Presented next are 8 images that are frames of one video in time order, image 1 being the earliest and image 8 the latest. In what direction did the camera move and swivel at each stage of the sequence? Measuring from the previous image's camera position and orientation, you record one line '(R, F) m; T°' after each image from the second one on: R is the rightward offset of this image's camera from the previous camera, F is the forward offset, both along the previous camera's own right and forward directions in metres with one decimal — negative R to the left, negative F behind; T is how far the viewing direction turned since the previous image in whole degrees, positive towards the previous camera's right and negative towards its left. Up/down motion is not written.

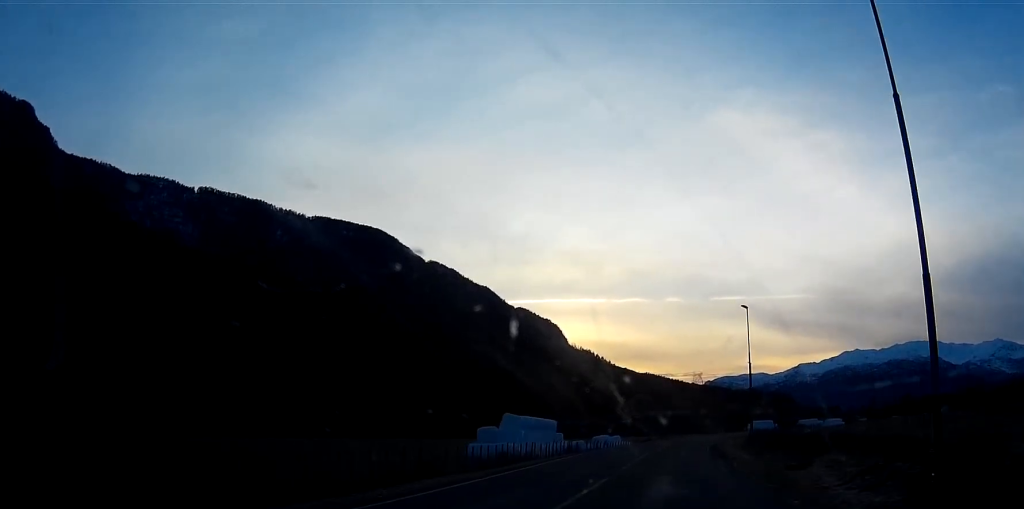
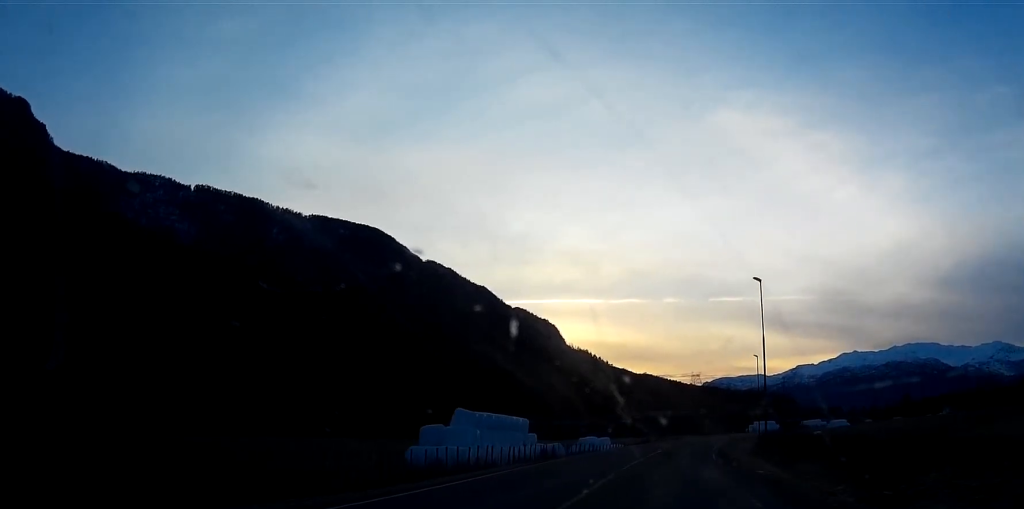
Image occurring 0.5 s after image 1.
(+0.1, +11.1) m; -1°
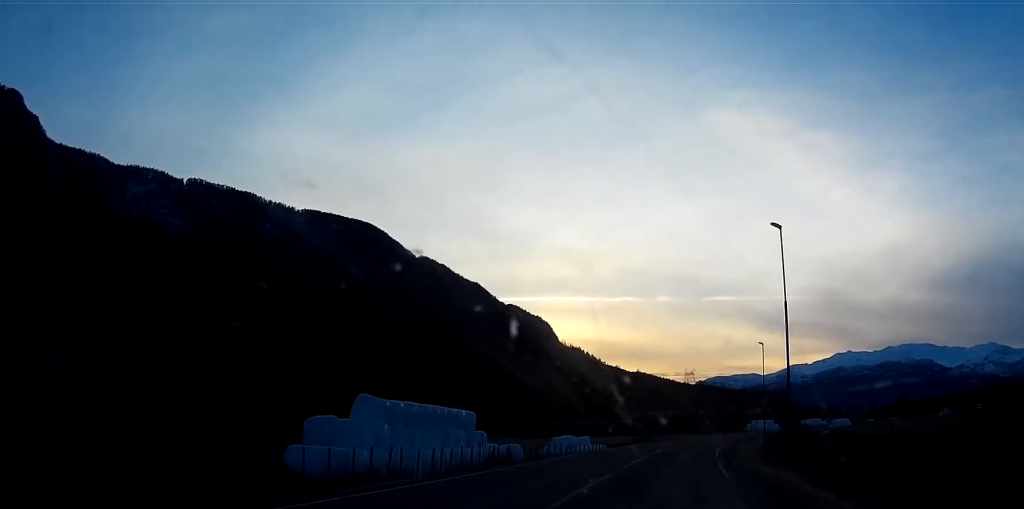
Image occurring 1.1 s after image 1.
(-0.2, +12.4) m; 0°
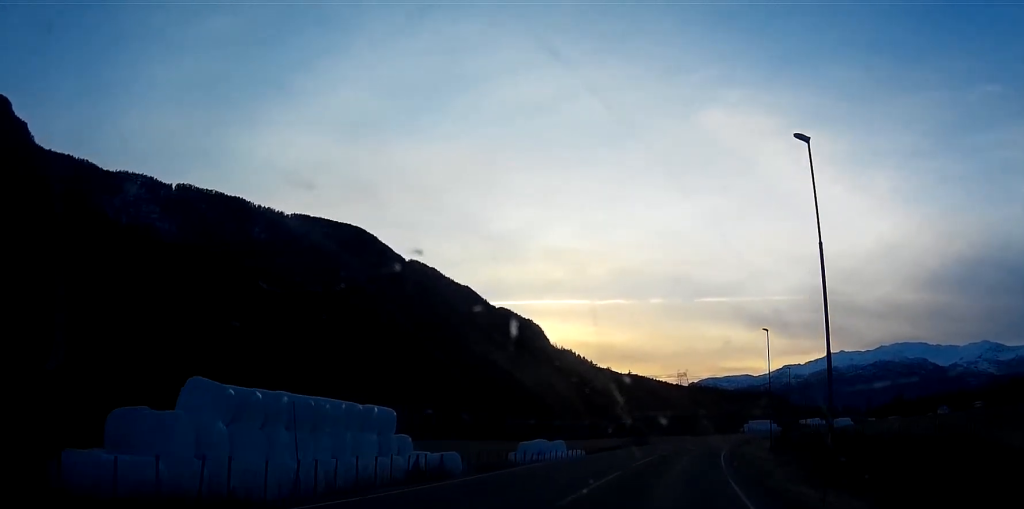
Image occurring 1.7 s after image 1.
(-0.1, +10.9) m; 0°
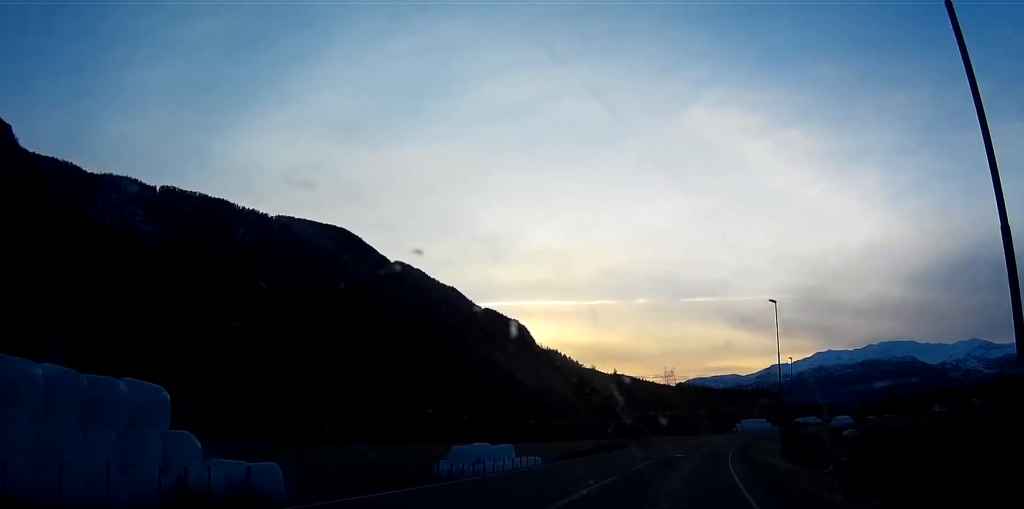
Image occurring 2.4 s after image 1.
(+0.1, +14.2) m; +1°
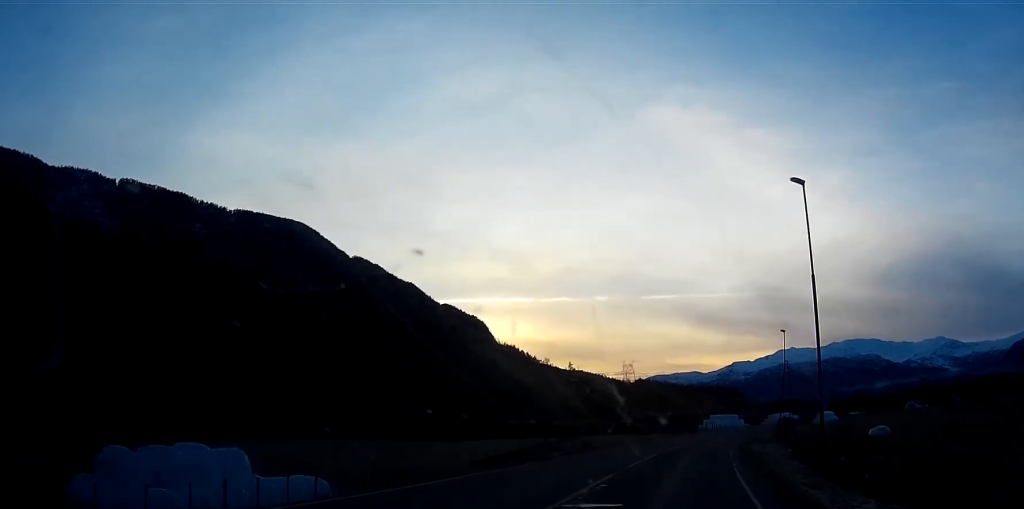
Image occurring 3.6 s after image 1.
(+0.5, +25.4) m; +2°
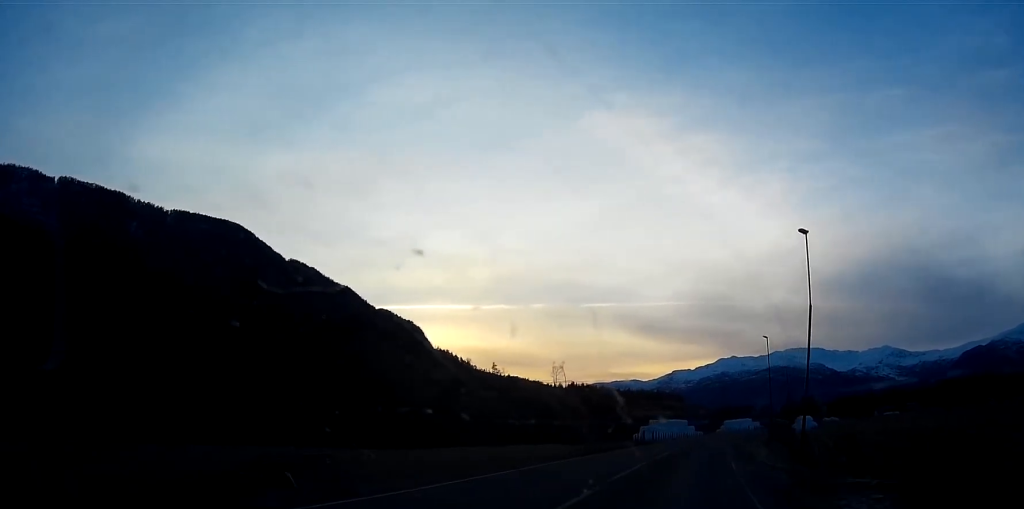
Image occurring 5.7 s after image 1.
(+1.0, +40.3) m; +3°
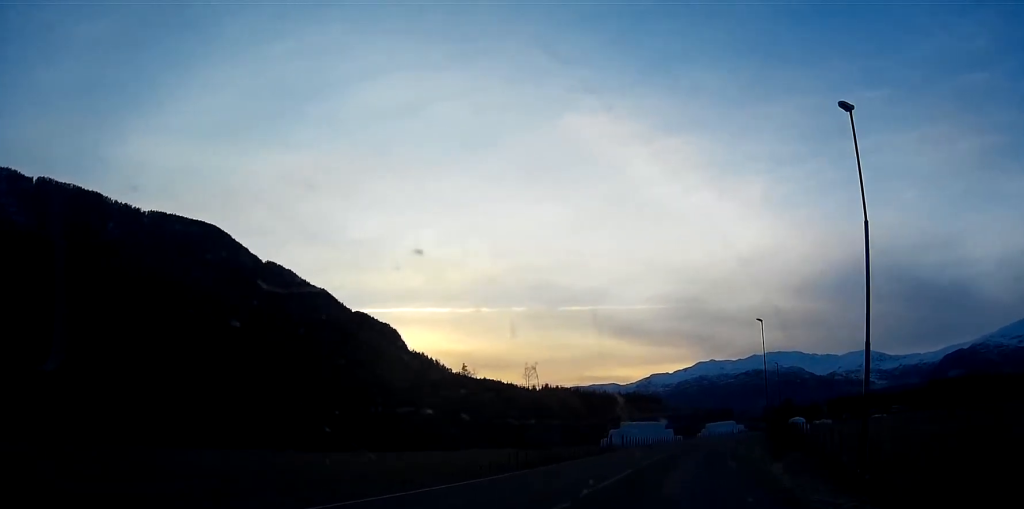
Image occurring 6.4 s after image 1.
(0.0, +14.3) m; +1°
